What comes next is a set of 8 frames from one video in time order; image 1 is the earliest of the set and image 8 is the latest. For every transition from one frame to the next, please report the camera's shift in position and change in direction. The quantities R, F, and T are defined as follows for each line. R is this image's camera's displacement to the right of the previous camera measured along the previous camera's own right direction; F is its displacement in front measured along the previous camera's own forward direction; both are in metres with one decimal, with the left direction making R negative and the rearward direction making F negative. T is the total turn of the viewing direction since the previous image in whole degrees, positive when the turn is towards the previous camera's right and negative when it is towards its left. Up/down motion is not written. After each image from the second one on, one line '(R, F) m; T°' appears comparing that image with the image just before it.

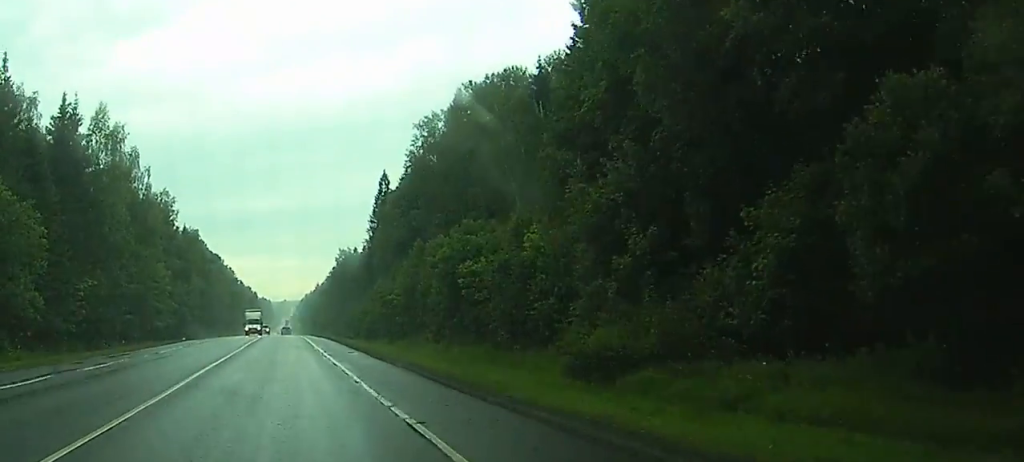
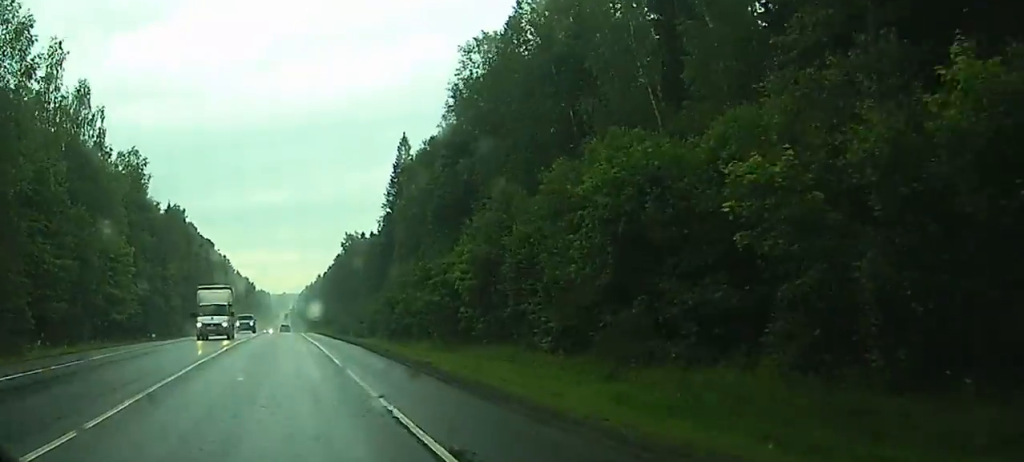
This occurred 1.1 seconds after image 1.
(-0.2, +30.2) m; 0°
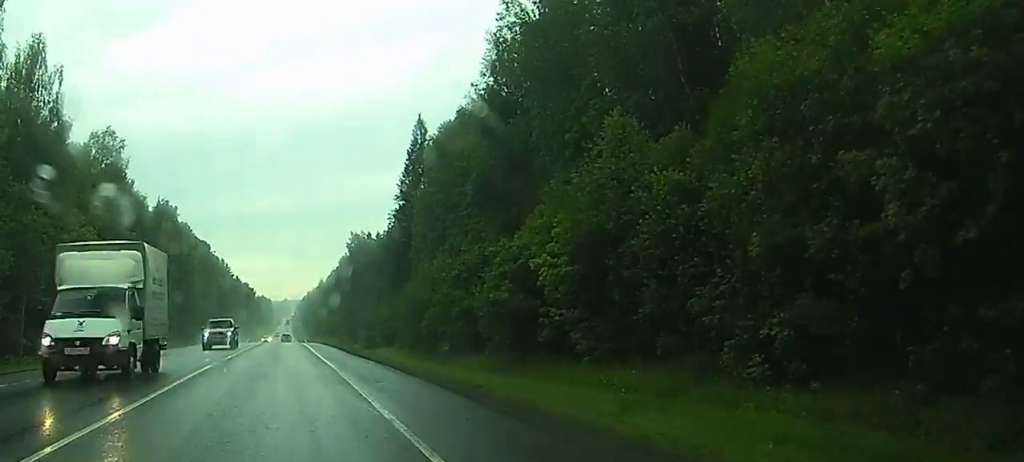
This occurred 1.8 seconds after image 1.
(0.0, +17.0) m; 0°
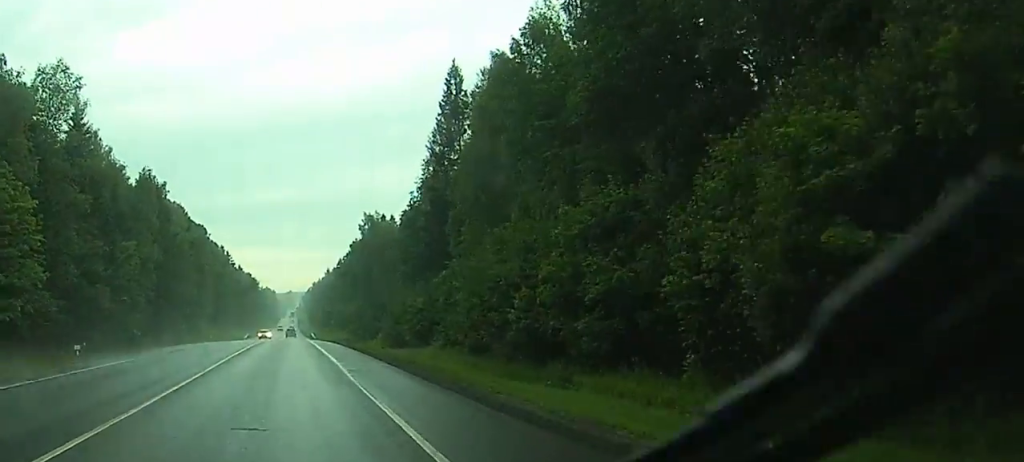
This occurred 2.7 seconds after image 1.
(-0.1, +24.1) m; 0°
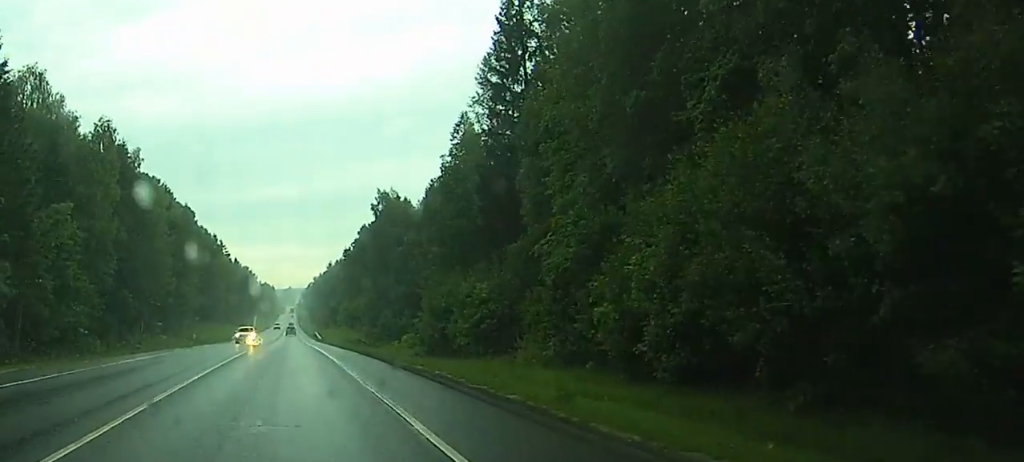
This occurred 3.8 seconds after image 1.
(+0.2, +29.5) m; +1°
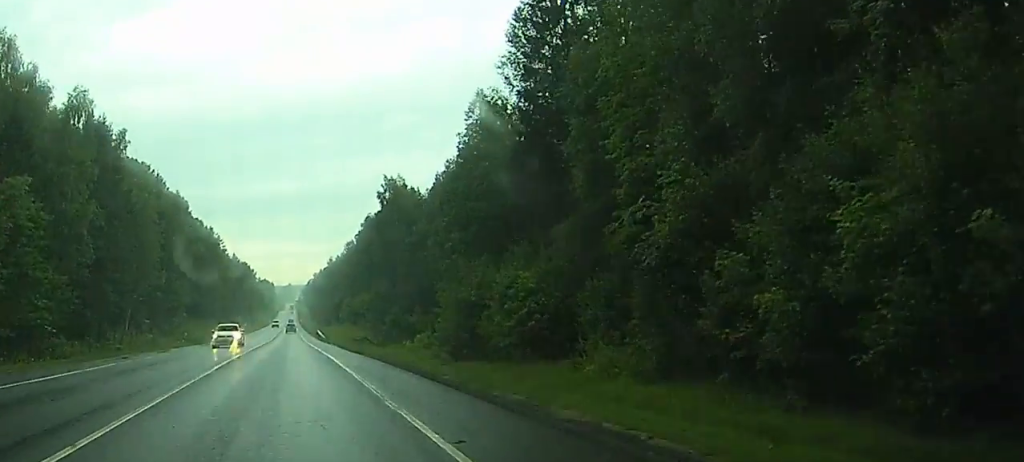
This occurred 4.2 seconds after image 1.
(+0.1, +11.6) m; 0°
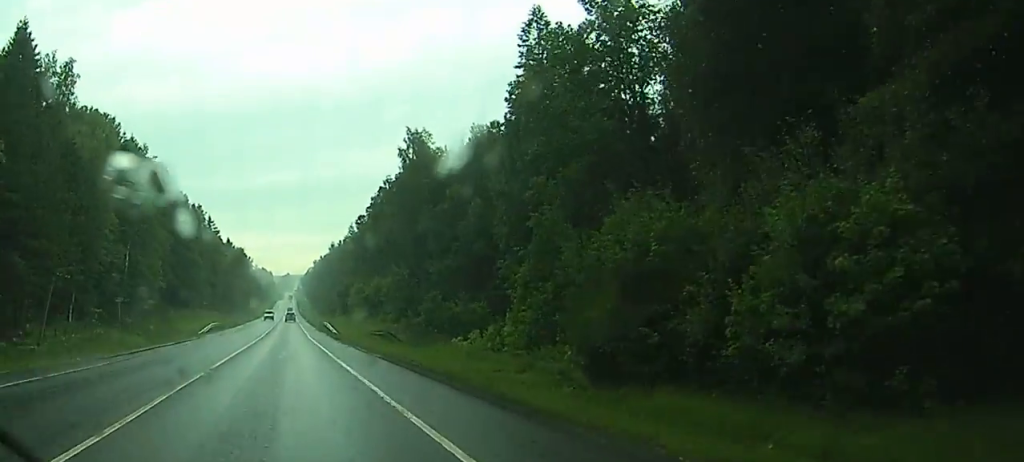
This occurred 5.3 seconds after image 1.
(+0.1, +30.3) m; 0°
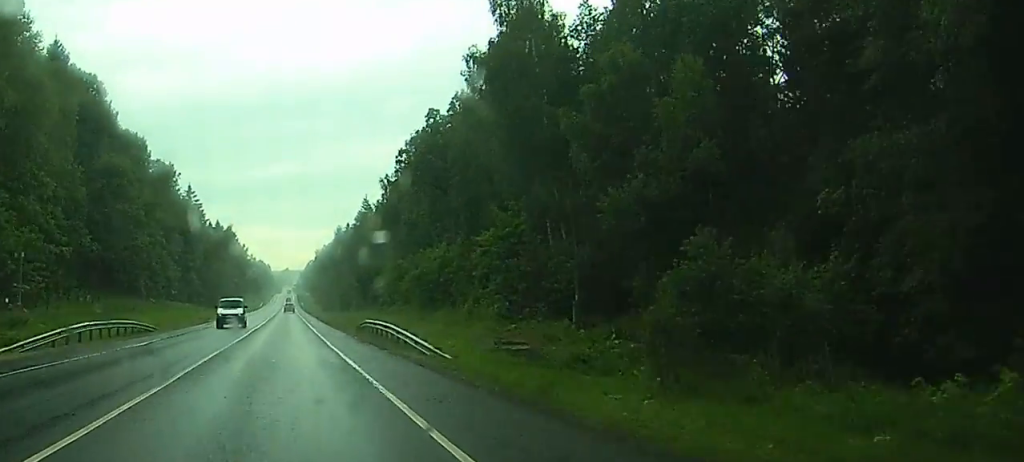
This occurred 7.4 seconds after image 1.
(-0.3, +55.1) m; -1°
